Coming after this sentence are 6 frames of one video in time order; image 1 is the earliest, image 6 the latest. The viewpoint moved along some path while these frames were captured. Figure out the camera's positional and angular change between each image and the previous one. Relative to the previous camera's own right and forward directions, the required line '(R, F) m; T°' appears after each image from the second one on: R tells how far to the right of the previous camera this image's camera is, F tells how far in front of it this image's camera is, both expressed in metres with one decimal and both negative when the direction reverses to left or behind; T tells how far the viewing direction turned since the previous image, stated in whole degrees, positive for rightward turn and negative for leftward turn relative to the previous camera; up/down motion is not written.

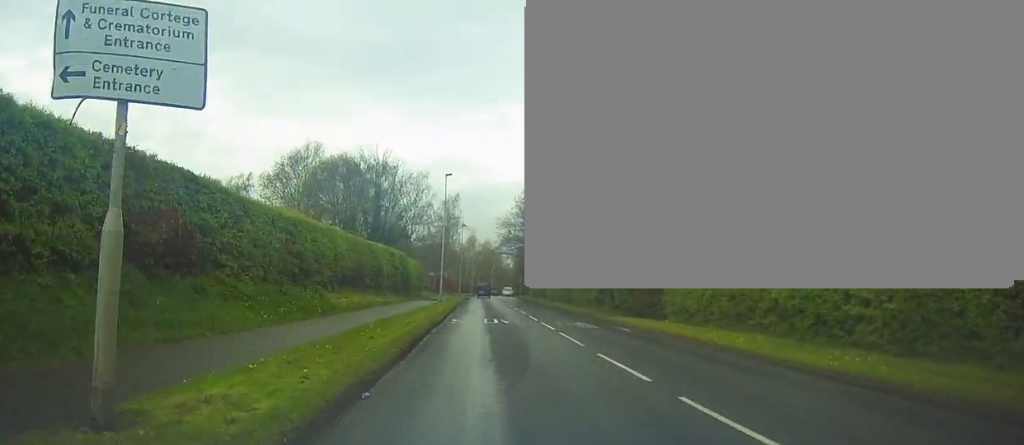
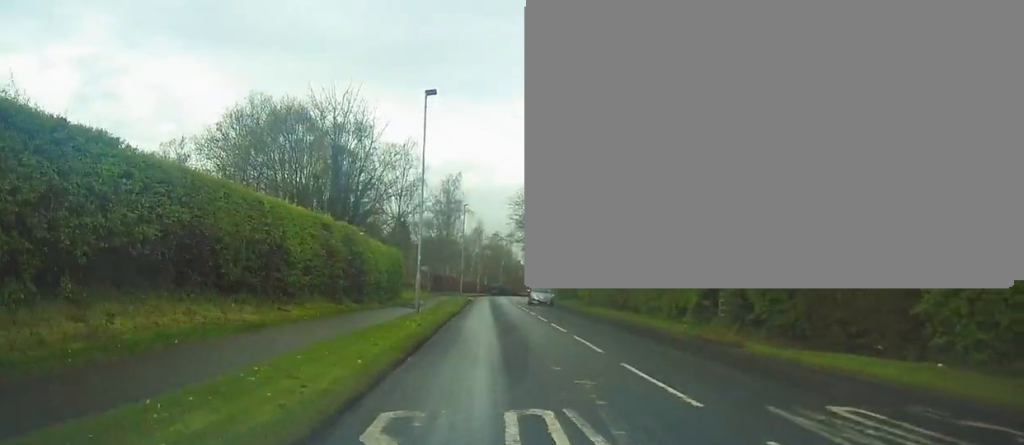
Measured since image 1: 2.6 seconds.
(+0.5, +17.8) m; +2°
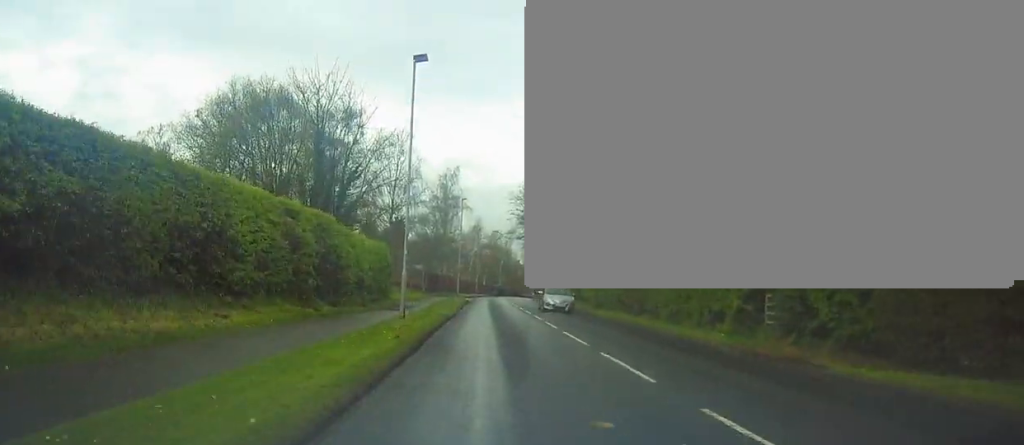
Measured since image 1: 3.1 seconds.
(-0.1, +4.0) m; 0°
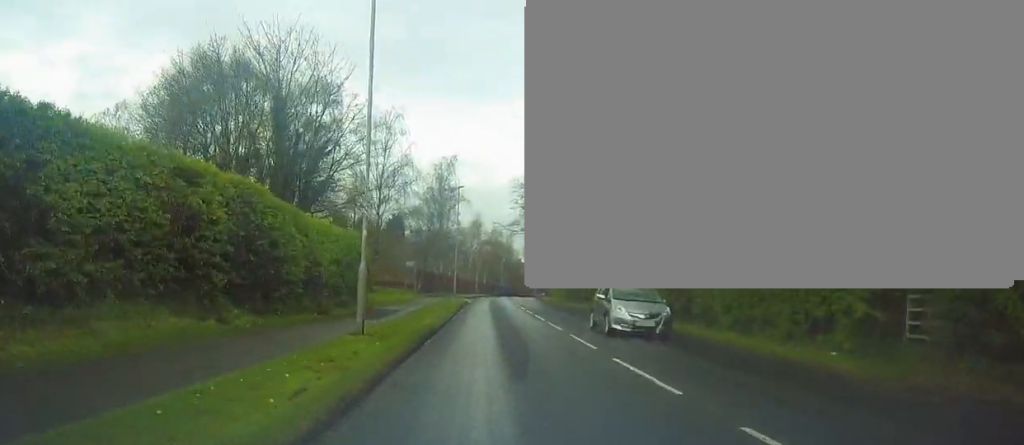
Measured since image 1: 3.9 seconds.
(0.0, +6.8) m; 0°
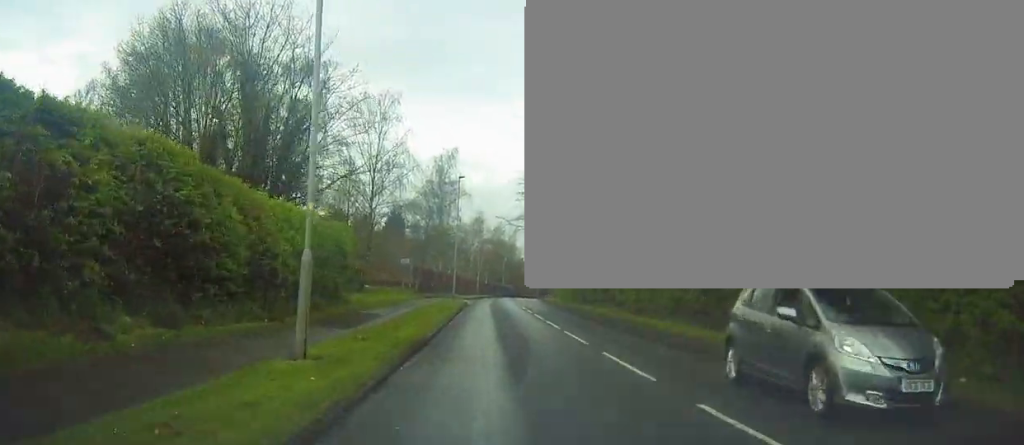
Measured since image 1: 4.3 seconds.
(+0.1, +4.3) m; 0°
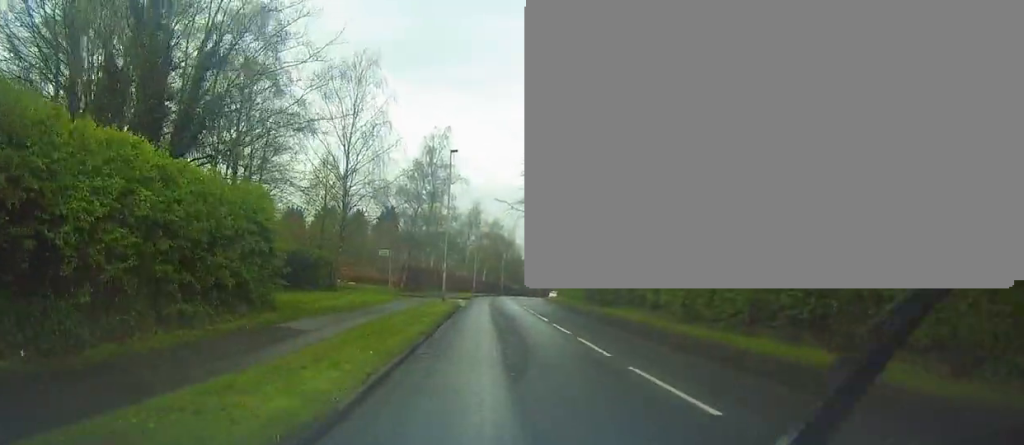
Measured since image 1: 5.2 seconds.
(-0.1, +8.2) m; -2°
